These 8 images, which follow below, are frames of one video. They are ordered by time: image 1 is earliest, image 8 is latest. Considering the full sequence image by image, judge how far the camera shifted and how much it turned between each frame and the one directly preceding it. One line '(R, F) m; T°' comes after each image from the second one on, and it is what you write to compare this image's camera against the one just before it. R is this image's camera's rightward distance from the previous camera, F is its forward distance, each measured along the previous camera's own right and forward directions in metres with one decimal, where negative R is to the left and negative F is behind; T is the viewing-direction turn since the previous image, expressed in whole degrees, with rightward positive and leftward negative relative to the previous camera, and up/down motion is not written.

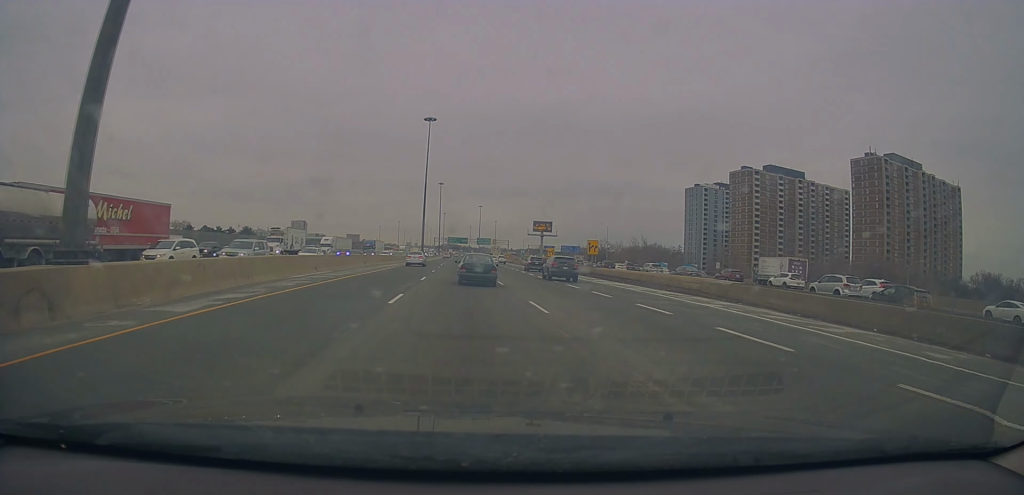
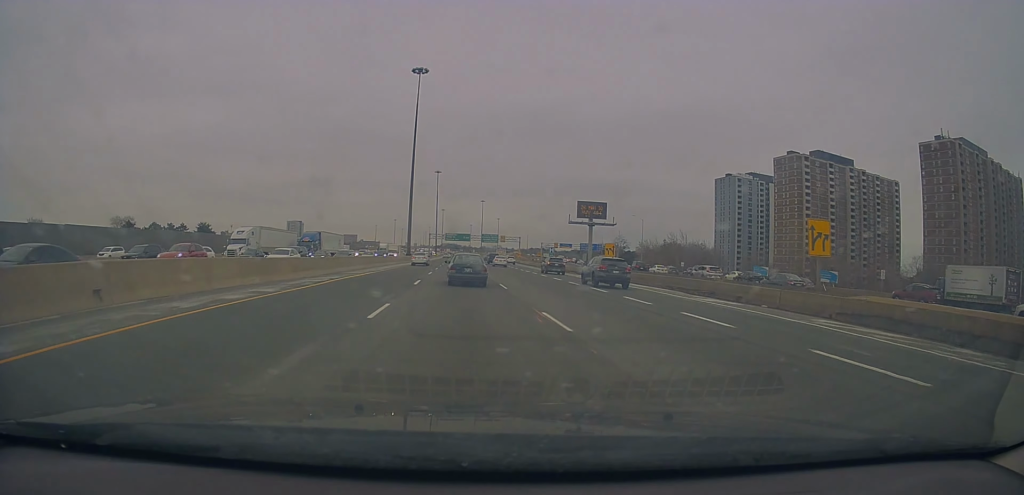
(+0.5, +39.4) m; +1°
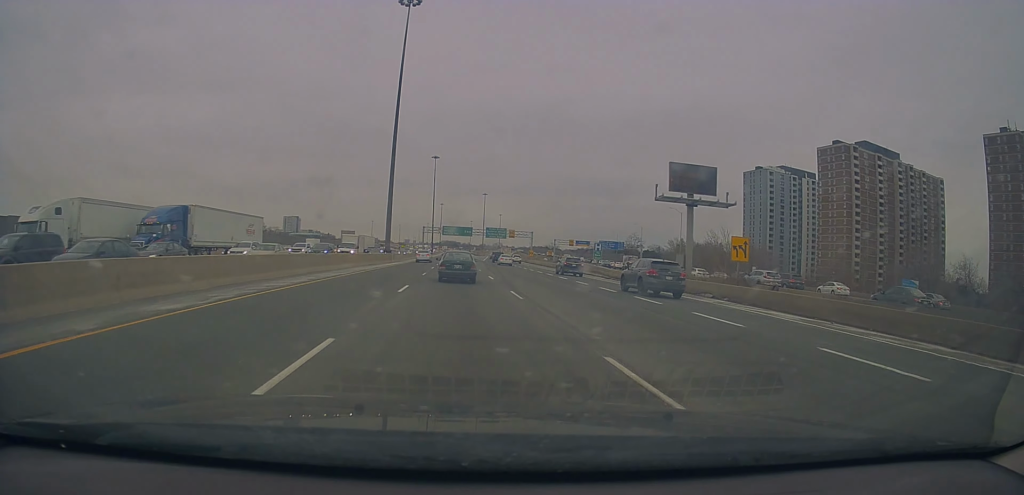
(-0.2, +28.1) m; -2°
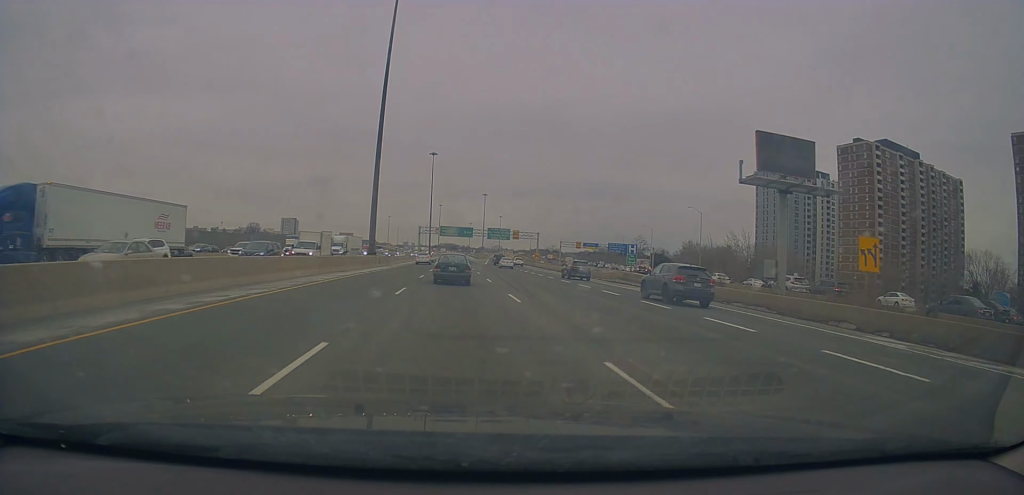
(-0.2, +11.1) m; +1°
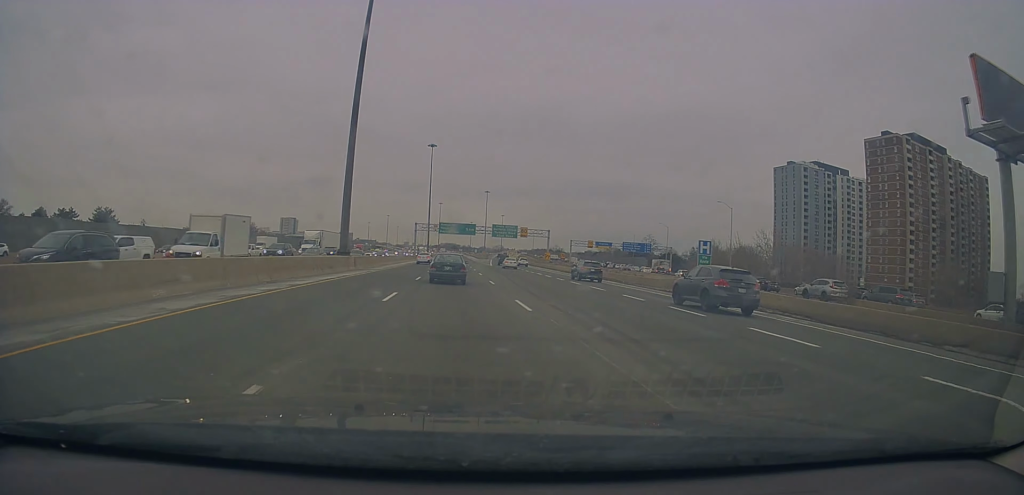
(0.0, +13.2) m; 0°
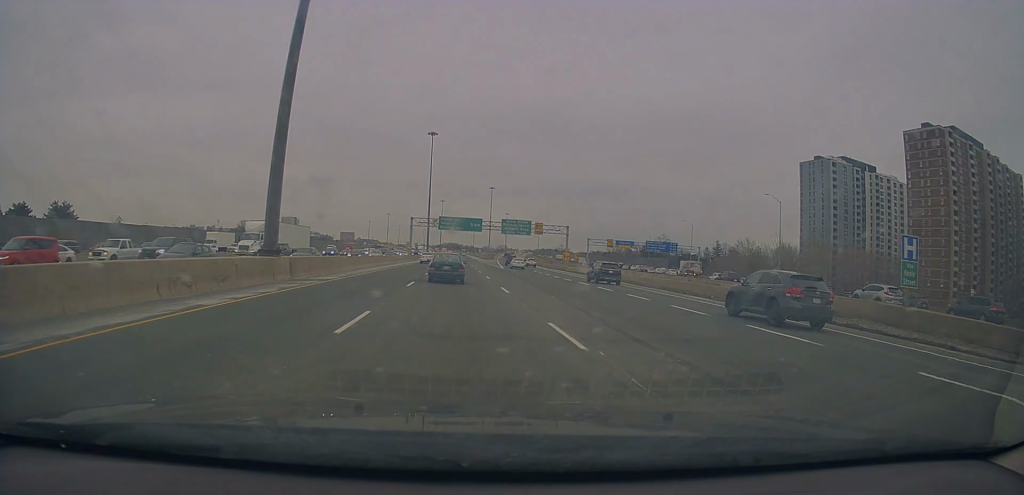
(+0.5, +16.9) m; 0°
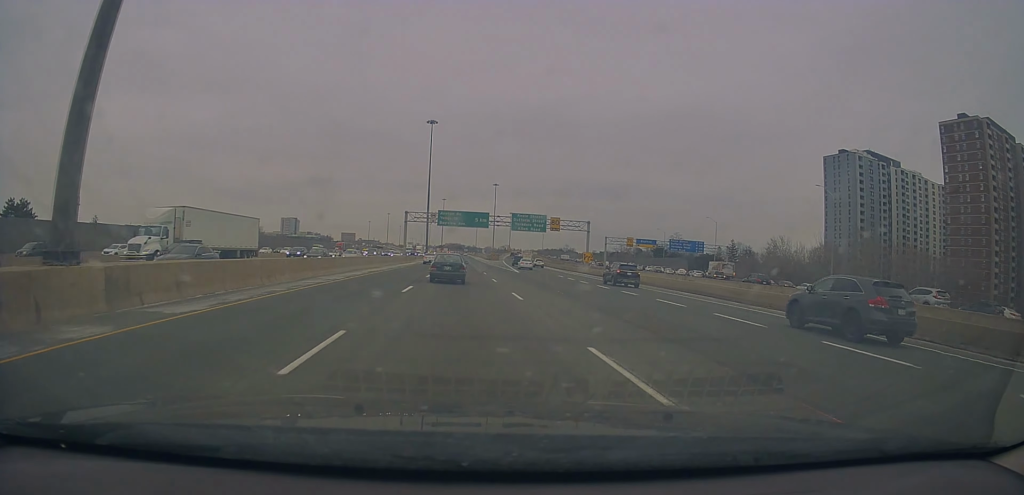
(-0.6, +14.4) m; -1°
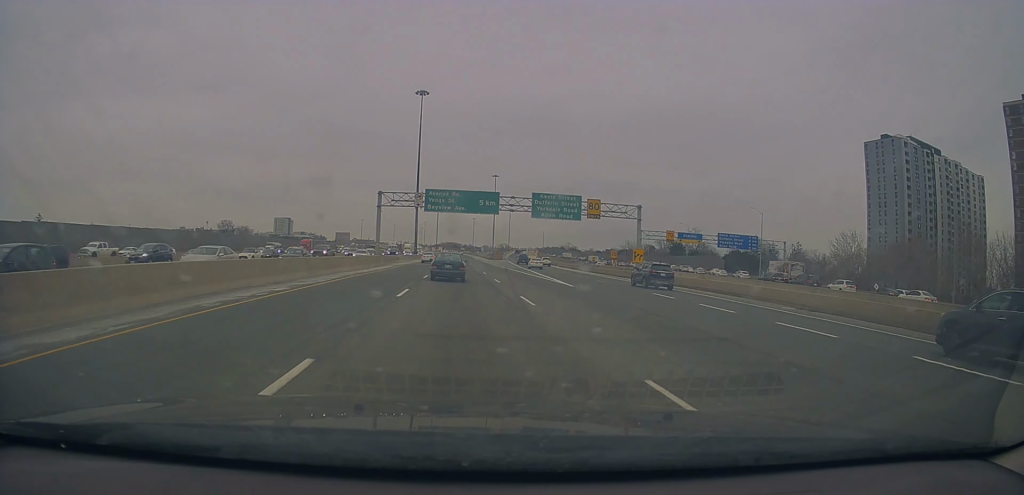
(+0.2, +25.3) m; +1°
